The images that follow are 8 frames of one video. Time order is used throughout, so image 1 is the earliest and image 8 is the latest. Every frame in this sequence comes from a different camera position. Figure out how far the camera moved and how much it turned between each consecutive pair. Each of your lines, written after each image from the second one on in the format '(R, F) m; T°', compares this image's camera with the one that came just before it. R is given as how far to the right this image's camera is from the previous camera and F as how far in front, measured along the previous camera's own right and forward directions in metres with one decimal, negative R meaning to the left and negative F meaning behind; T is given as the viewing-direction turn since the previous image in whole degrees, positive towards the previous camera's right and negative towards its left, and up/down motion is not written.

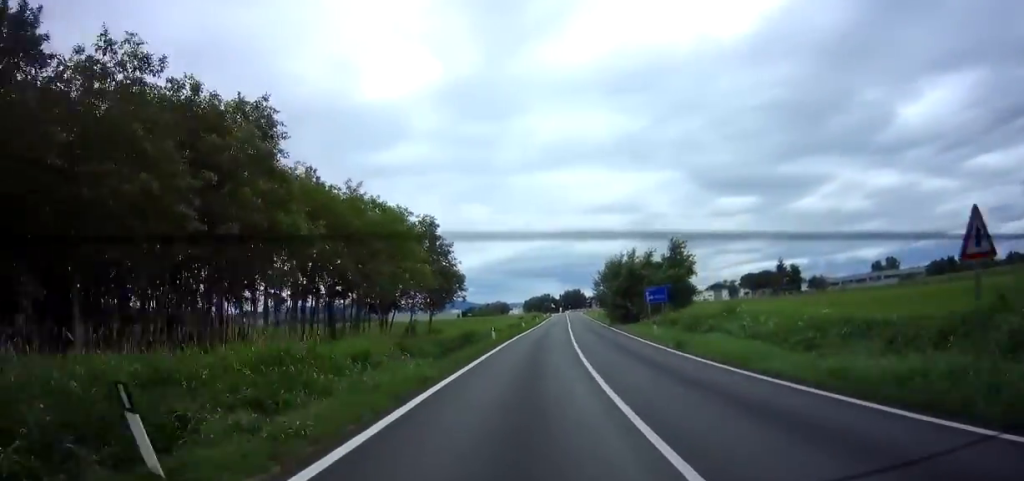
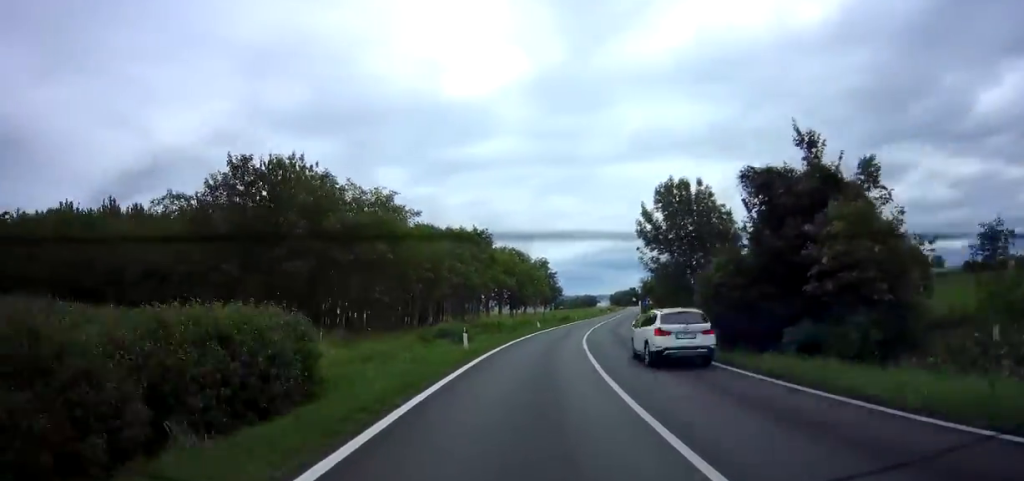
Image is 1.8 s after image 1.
(-3.7, +40.0) m; -10°
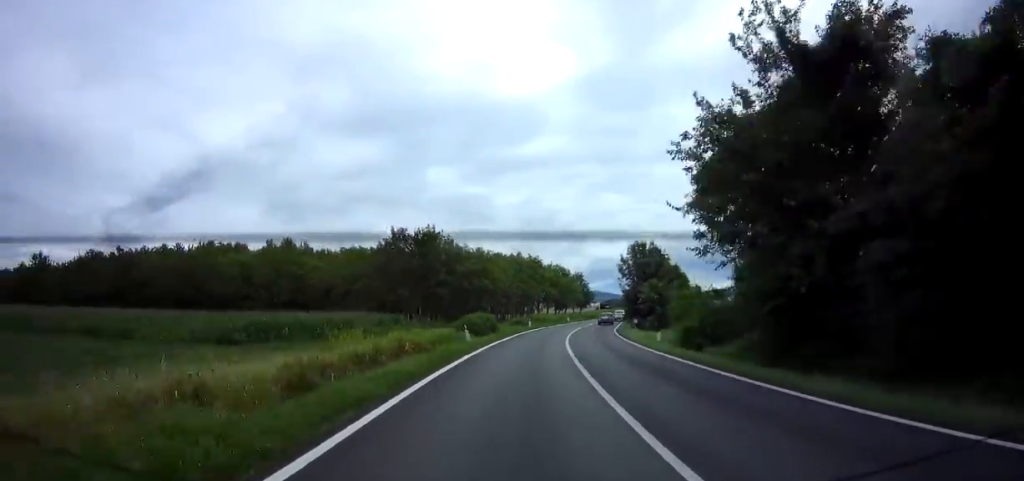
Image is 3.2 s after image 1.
(-0.7, +30.3) m; -3°
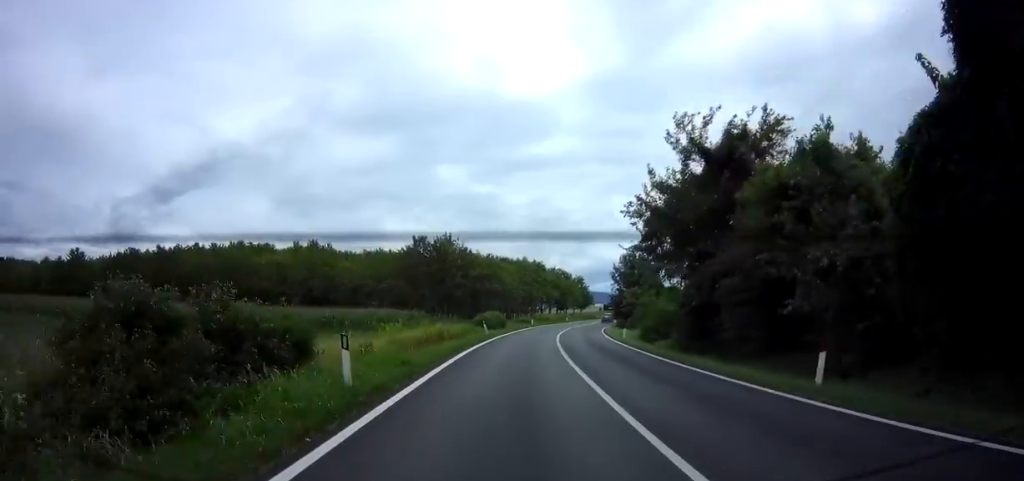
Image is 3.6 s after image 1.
(-0.2, +10.0) m; -1°
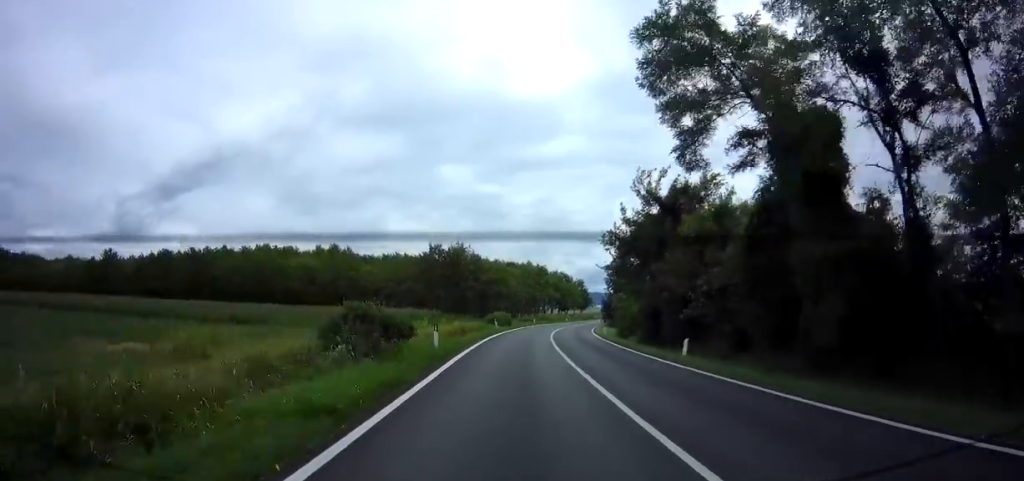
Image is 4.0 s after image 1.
(-0.1, +9.3) m; 0°
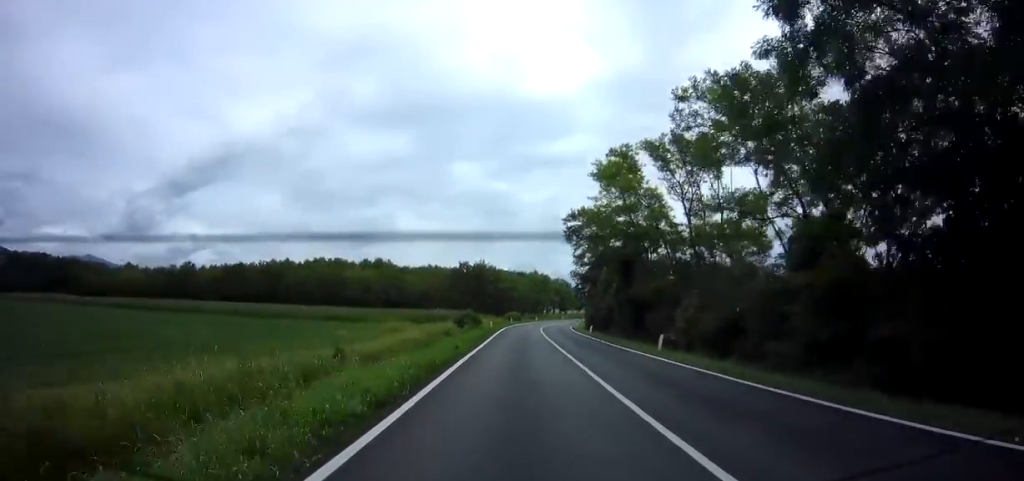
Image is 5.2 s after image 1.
(0.0, +28.4) m; 0°
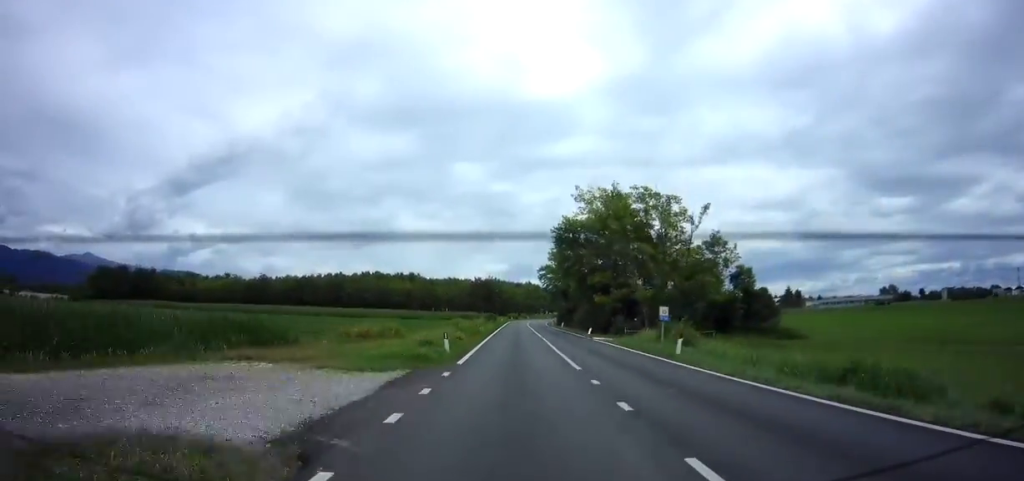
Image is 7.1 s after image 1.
(0.0, +47.0) m; 0°
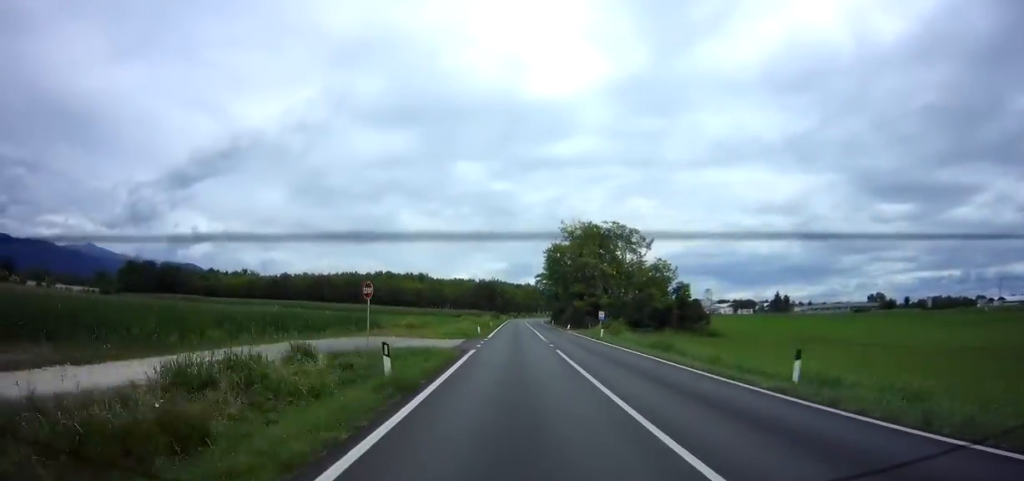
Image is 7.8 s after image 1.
(+0.1, +17.4) m; -1°
